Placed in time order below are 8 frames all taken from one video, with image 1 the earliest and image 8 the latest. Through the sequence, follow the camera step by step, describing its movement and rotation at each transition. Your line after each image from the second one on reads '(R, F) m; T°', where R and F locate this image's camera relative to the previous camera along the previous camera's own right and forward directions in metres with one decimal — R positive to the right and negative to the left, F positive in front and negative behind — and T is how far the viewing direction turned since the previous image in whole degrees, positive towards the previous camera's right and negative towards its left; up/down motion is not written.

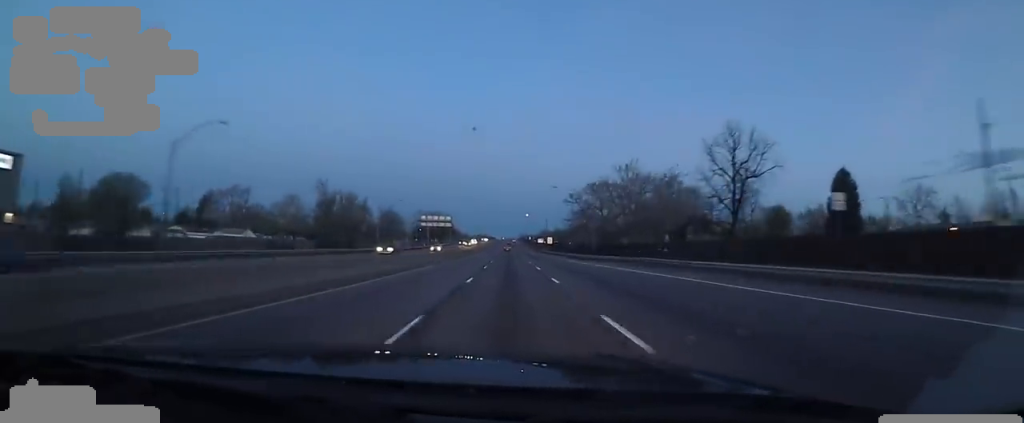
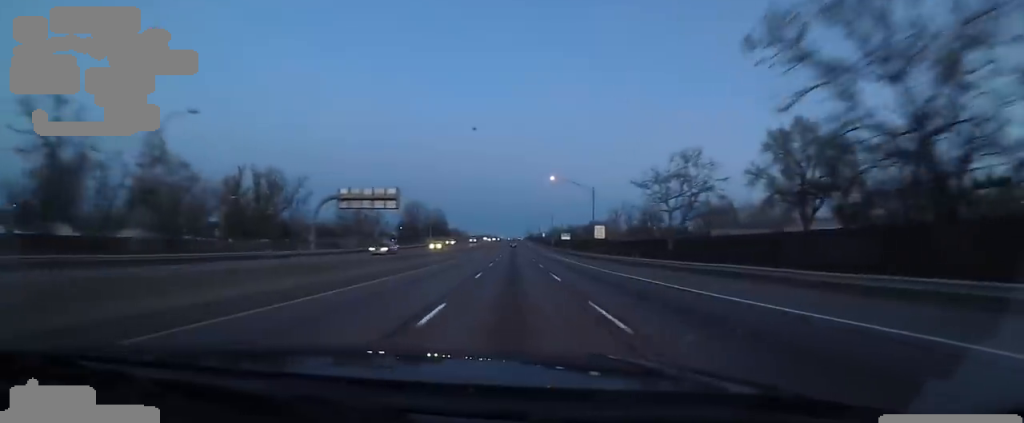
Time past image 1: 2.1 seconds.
(+0.5, +59.7) m; +2°
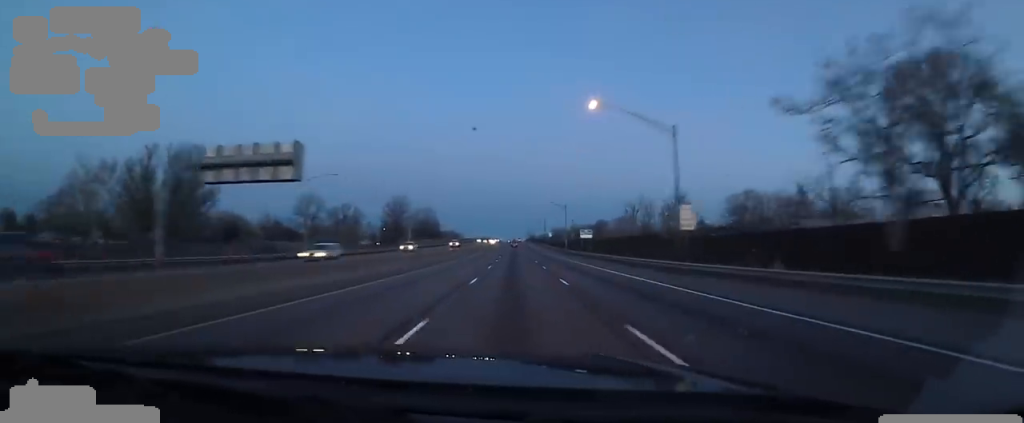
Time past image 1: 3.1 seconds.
(-0.5, +27.7) m; -2°
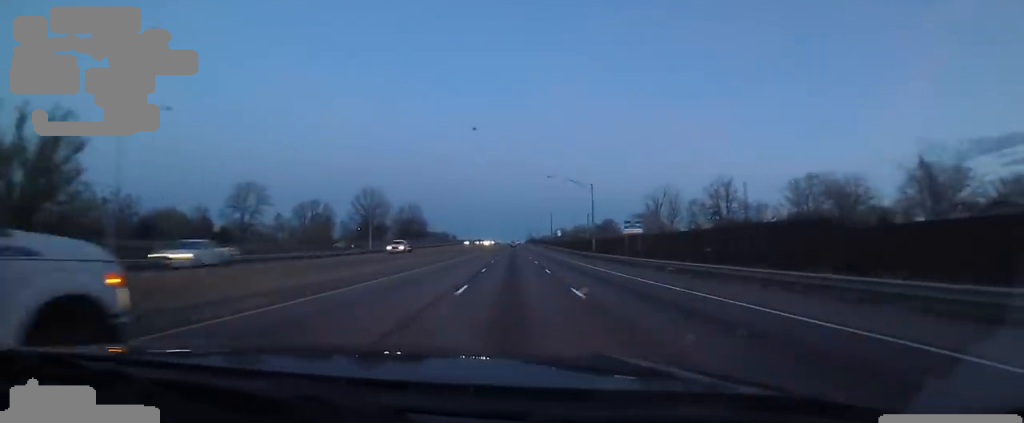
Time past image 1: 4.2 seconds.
(-0.5, +28.6) m; +1°
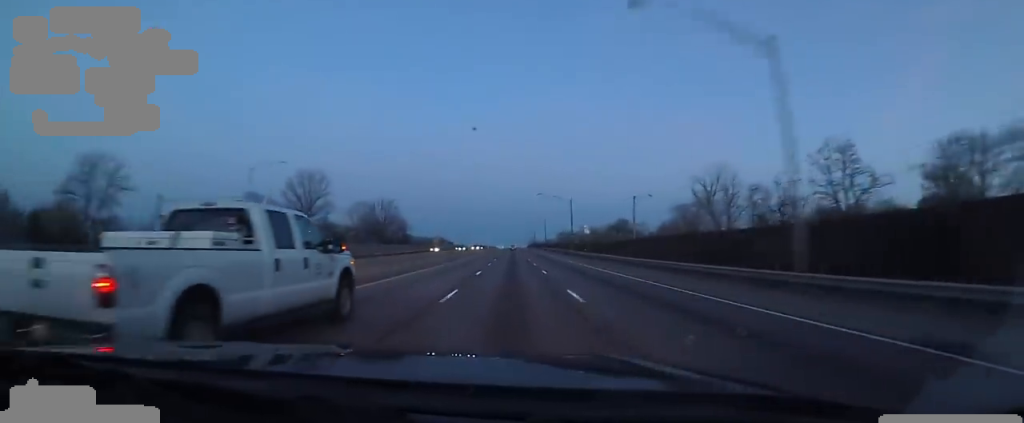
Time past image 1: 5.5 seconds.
(+1.5, +37.9) m; +1°
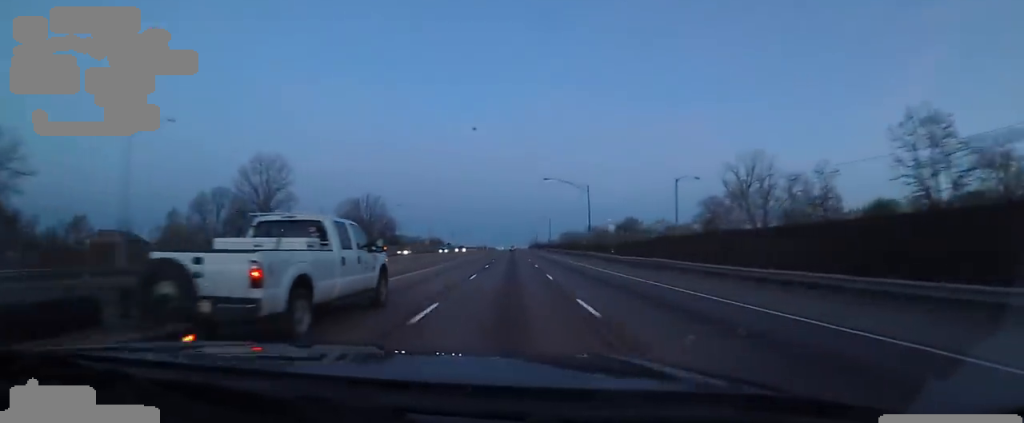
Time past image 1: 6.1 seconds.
(-0.8, +15.8) m; -2°
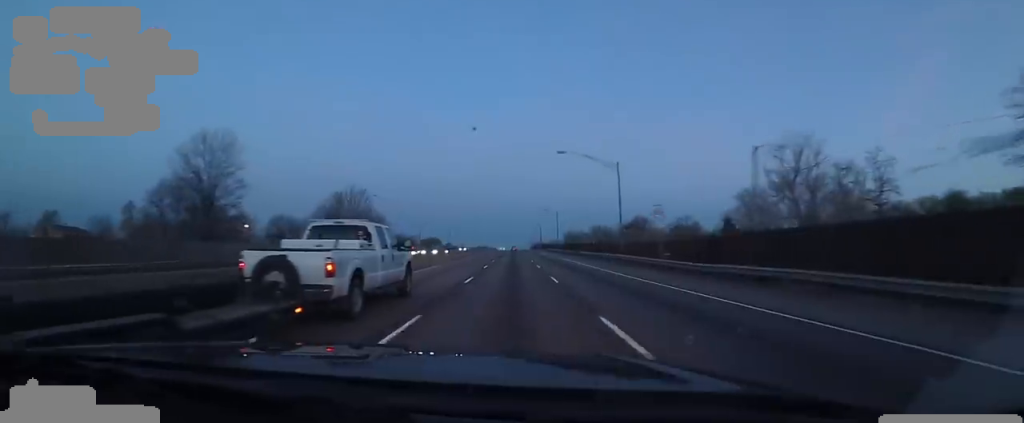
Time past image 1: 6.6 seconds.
(-0.3, +14.9) m; -1°
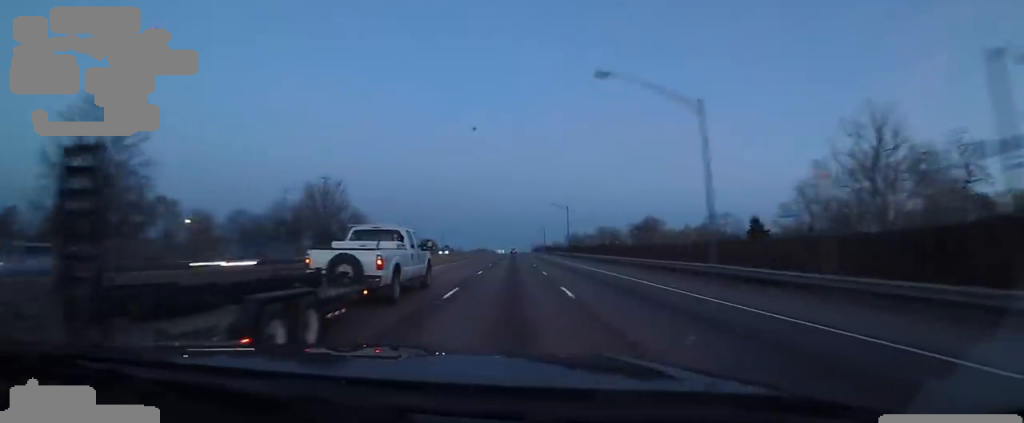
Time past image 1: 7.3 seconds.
(-0.2, +17.5) m; +2°
